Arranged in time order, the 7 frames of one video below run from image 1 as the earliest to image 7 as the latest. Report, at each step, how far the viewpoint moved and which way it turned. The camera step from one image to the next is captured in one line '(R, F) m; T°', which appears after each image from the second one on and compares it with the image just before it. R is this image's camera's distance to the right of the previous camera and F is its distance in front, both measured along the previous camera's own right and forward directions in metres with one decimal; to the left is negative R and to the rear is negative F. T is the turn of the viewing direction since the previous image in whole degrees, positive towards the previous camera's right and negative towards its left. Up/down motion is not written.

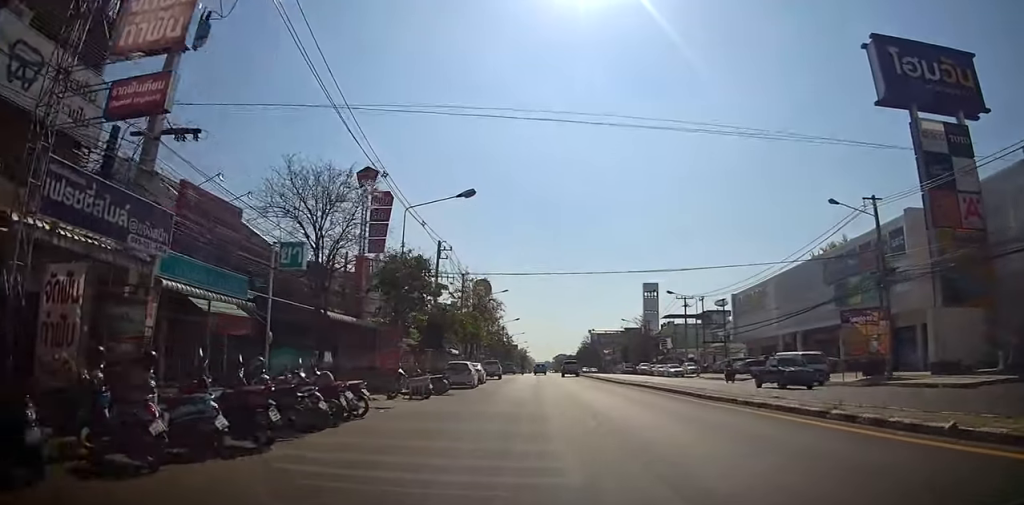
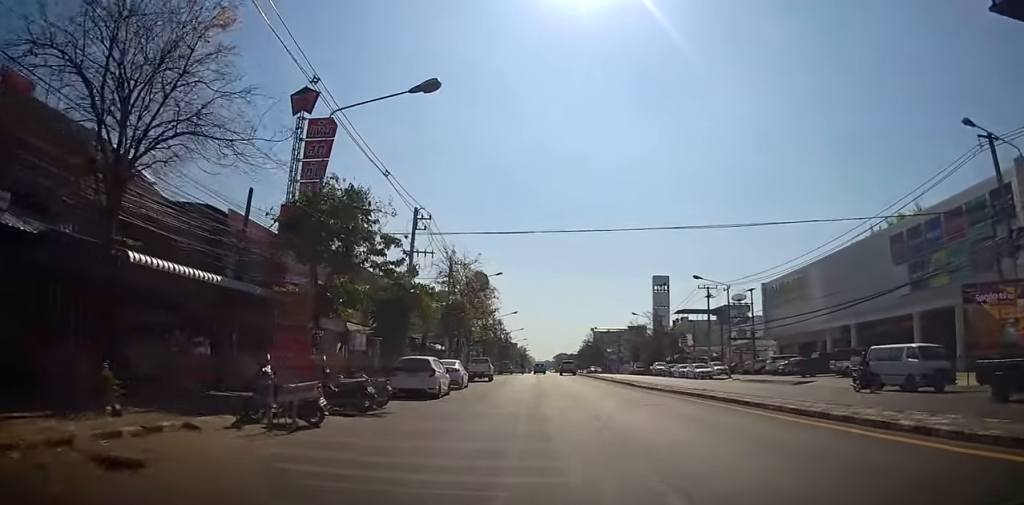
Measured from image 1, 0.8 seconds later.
(0.0, +11.0) m; +1°
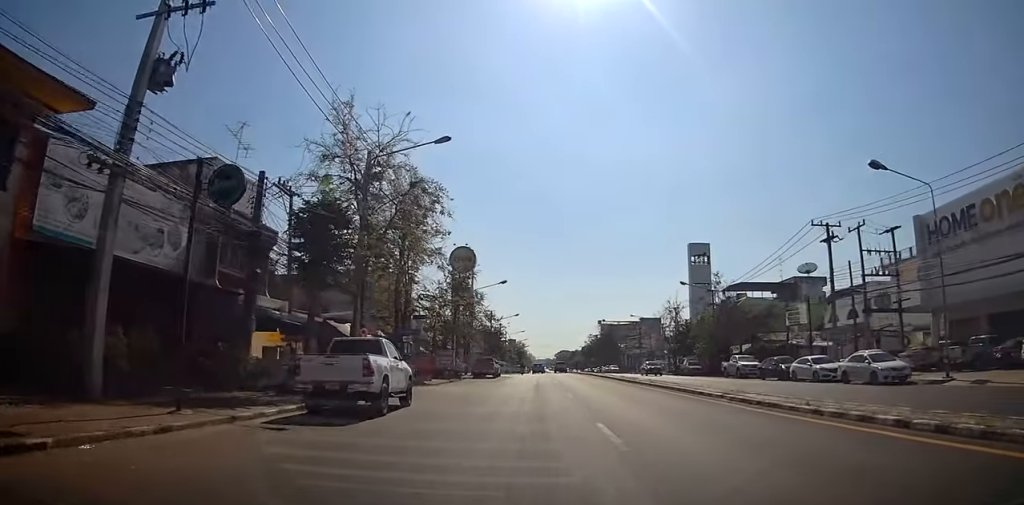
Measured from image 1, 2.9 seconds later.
(+0.5, +30.8) m; 0°
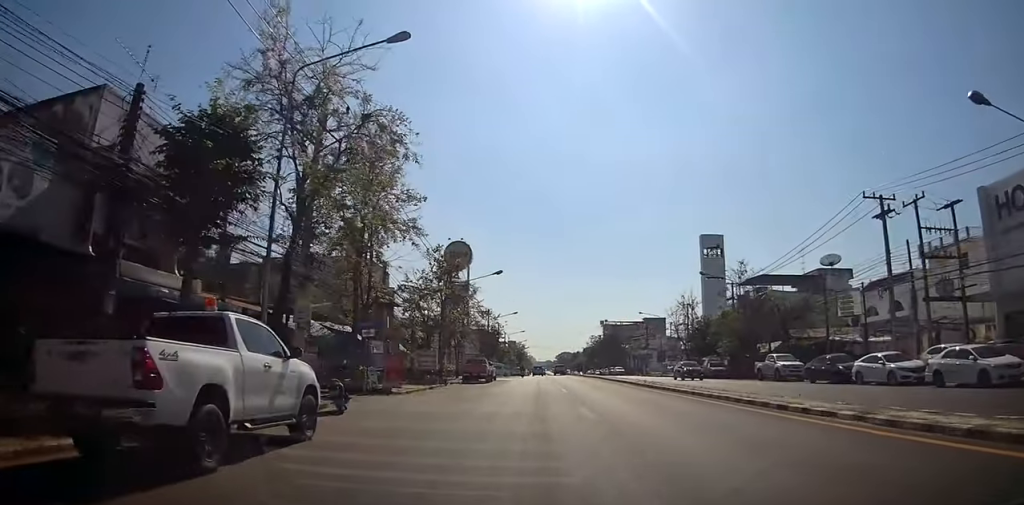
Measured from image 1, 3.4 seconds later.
(-0.3, +7.4) m; 0°
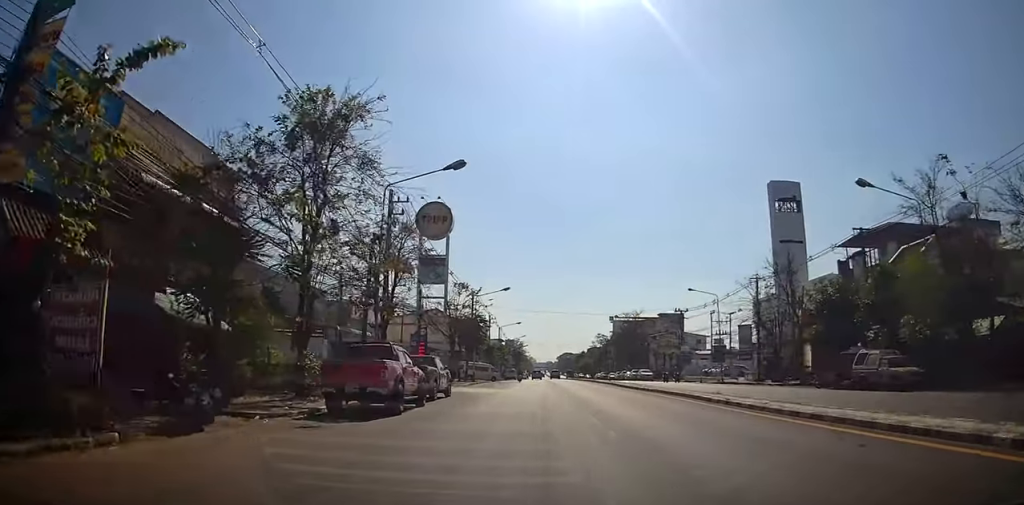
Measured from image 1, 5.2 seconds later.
(+0.1, +27.8) m; -1°
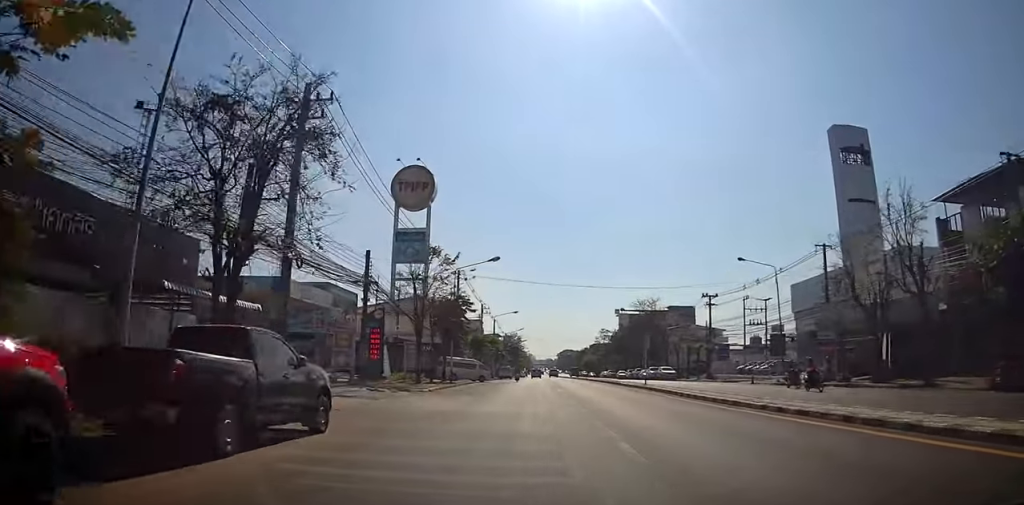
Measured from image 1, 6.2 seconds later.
(+0.2, +14.8) m; 0°
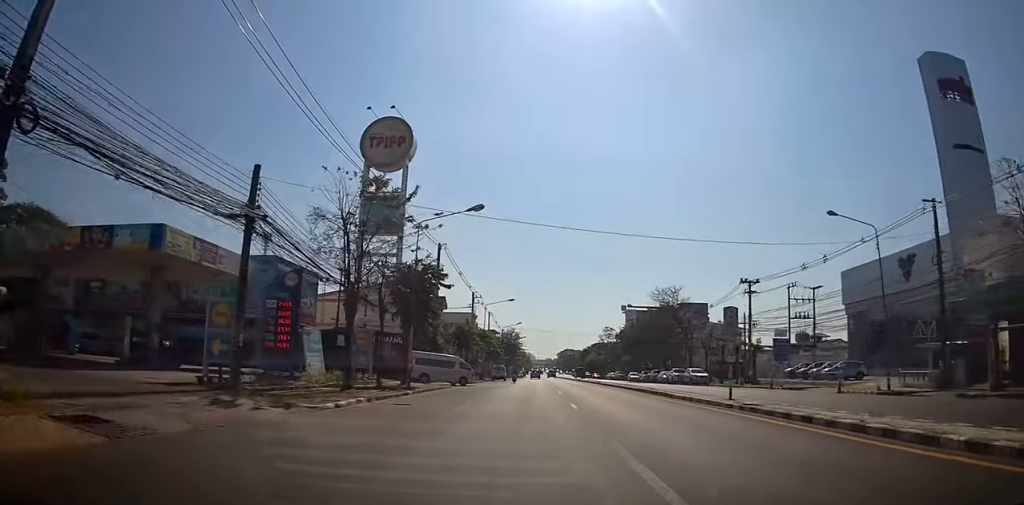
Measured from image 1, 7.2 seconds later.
(-0.3, +13.6) m; +1°
